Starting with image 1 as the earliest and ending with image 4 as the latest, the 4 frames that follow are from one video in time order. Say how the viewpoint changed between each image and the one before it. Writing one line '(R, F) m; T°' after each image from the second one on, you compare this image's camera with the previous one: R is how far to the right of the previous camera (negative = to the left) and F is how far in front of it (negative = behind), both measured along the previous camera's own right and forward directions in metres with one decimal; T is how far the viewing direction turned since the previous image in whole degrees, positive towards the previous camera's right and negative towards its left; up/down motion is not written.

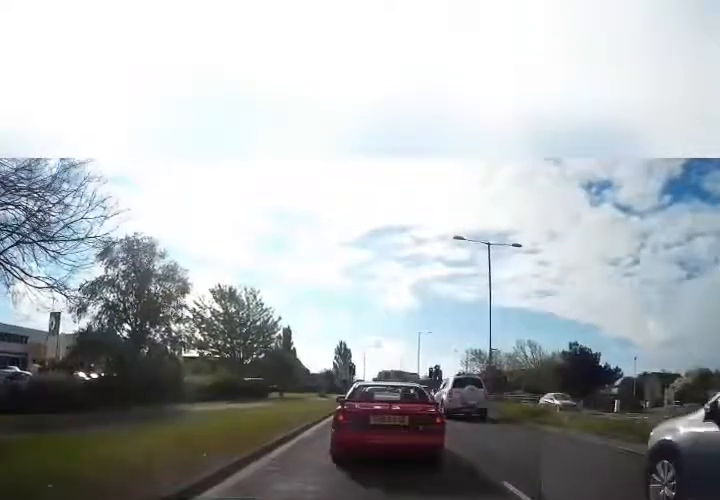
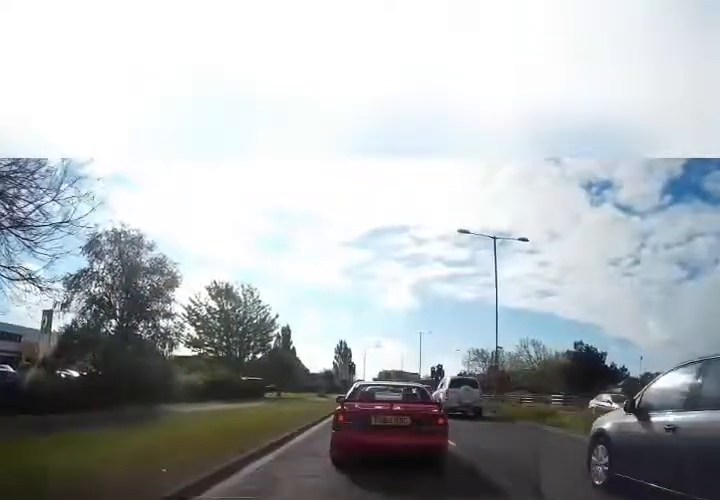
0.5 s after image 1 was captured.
(+0.1, +1.1) m; -1°
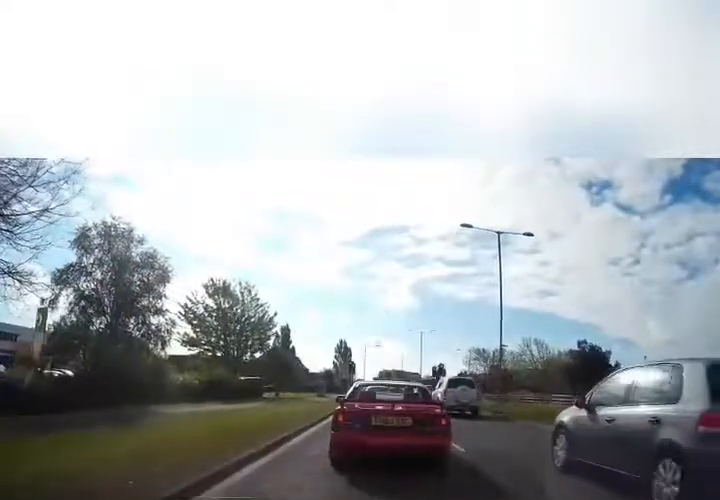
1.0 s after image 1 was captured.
(-0.1, +0.7) m; 0°
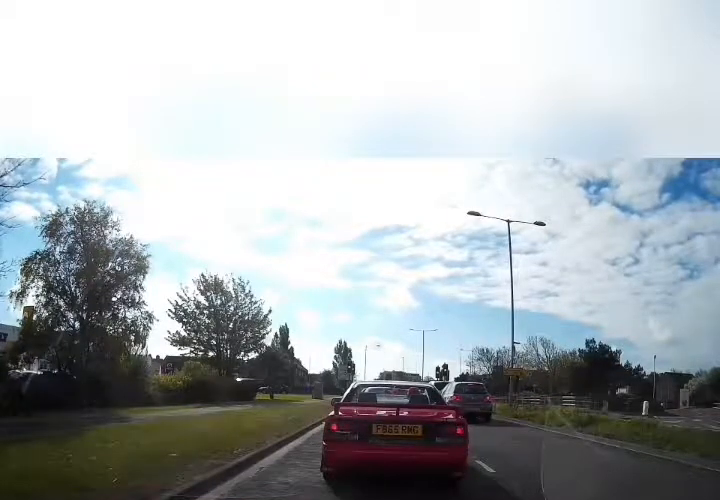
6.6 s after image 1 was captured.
(-0.8, +1.7) m; 0°
